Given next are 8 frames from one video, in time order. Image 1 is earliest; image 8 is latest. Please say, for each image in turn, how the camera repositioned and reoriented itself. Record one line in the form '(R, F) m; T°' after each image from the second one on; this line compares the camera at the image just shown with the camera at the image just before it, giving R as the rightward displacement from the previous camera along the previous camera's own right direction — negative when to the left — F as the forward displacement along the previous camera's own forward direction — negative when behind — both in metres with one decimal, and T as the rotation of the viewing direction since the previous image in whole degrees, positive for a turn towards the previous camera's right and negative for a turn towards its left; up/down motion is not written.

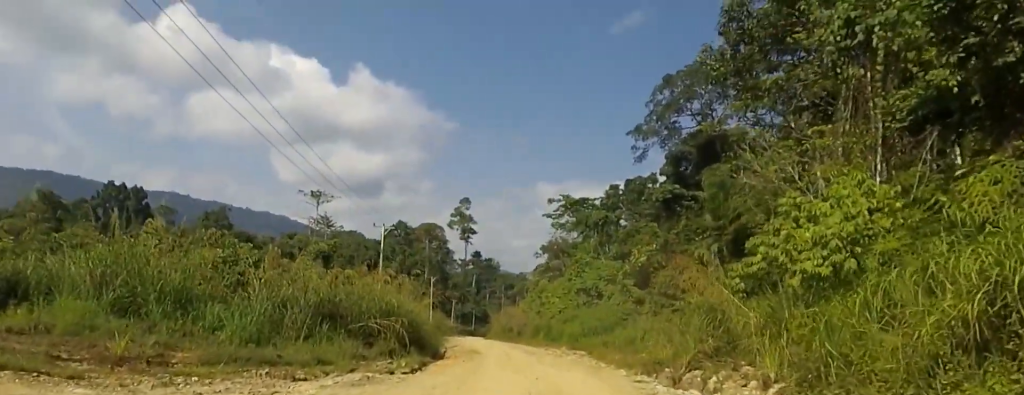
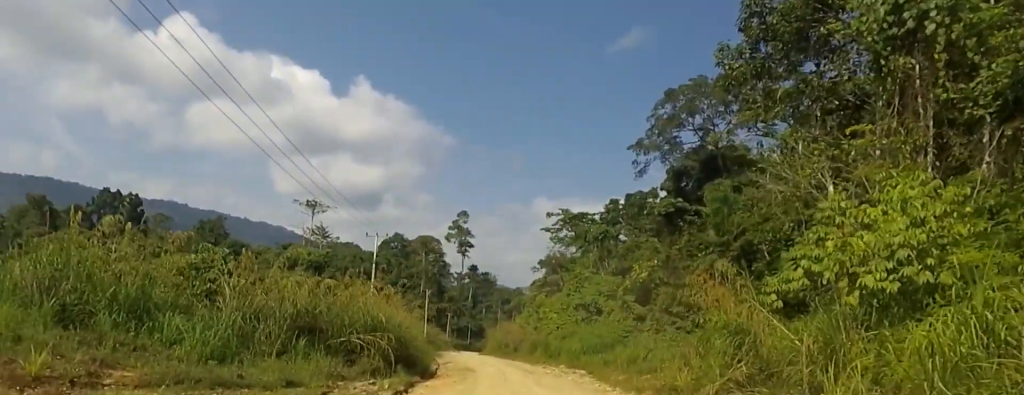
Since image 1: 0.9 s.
(0.0, +3.0) m; 0°
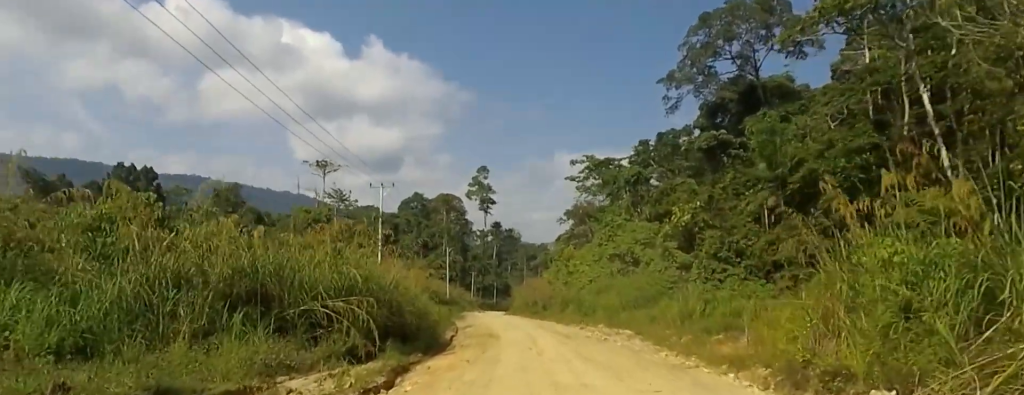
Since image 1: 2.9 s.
(0.0, +7.6) m; +2°
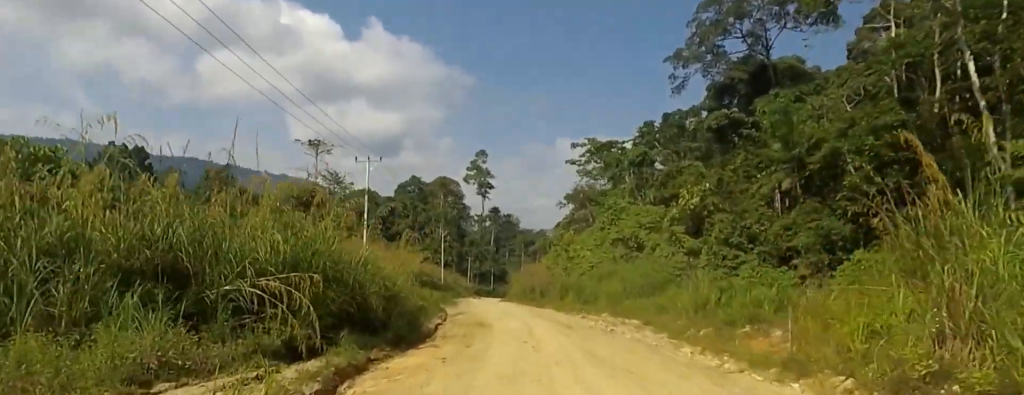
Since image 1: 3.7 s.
(+0.1, +3.4) m; +1°
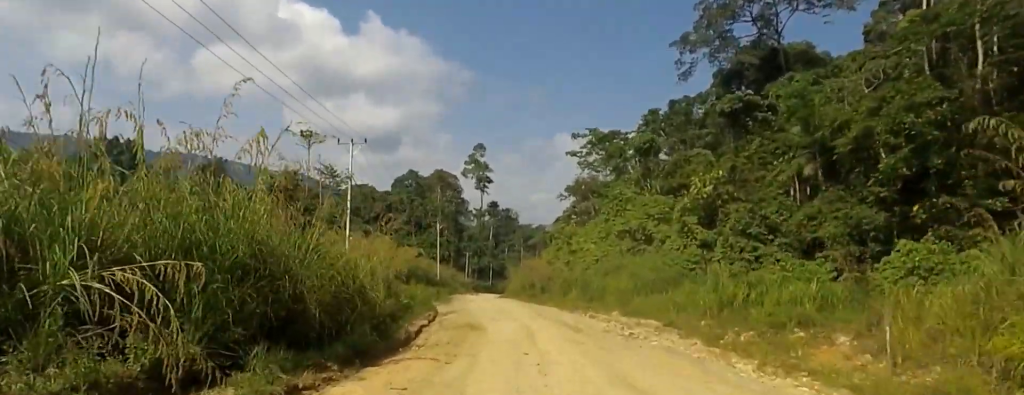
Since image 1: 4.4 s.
(0.0, +3.8) m; -1°
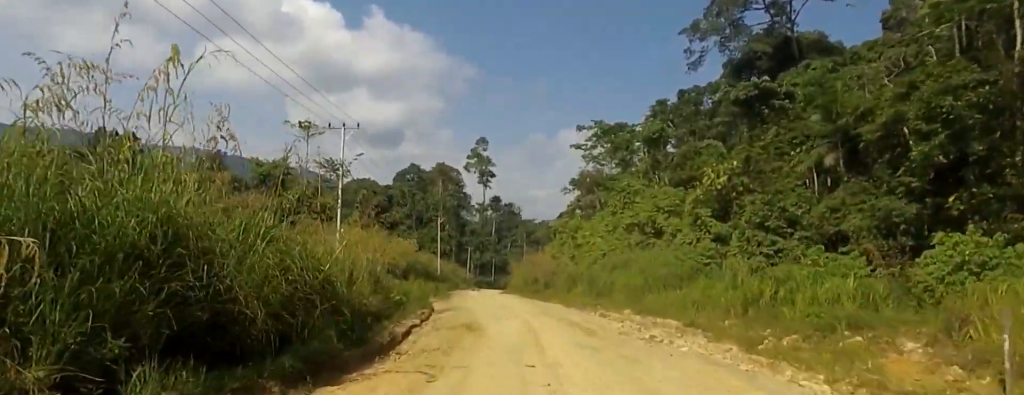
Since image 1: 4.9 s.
(0.0, +2.4) m; -2°
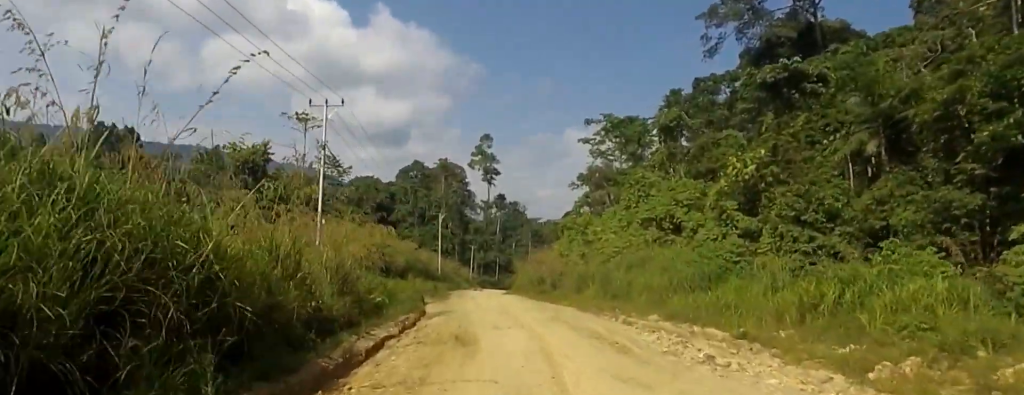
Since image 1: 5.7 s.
(-0.2, +4.3) m; -2°
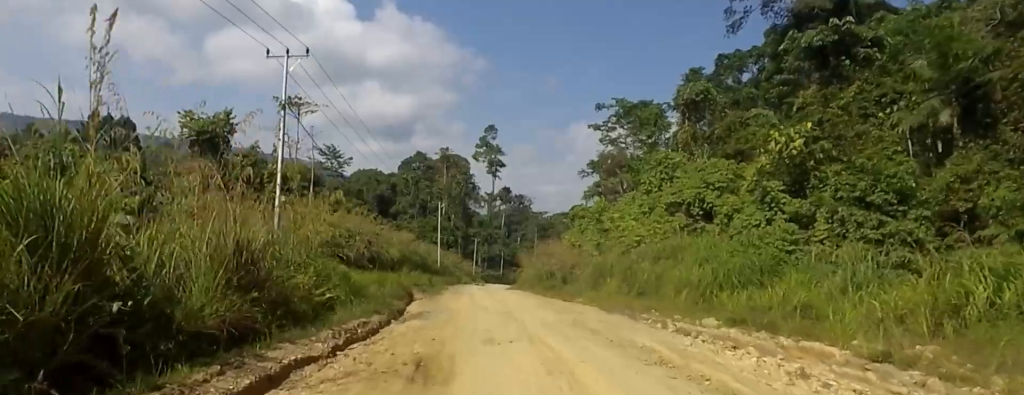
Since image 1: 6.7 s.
(0.0, +5.9) m; +1°
